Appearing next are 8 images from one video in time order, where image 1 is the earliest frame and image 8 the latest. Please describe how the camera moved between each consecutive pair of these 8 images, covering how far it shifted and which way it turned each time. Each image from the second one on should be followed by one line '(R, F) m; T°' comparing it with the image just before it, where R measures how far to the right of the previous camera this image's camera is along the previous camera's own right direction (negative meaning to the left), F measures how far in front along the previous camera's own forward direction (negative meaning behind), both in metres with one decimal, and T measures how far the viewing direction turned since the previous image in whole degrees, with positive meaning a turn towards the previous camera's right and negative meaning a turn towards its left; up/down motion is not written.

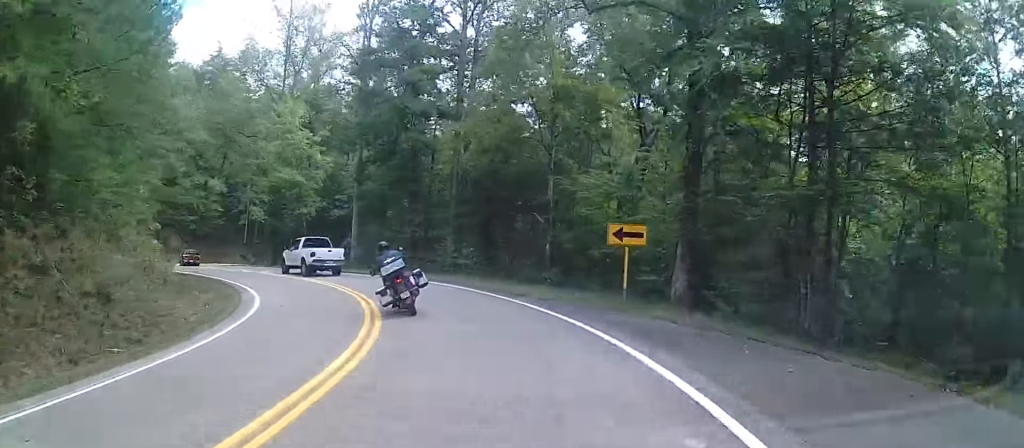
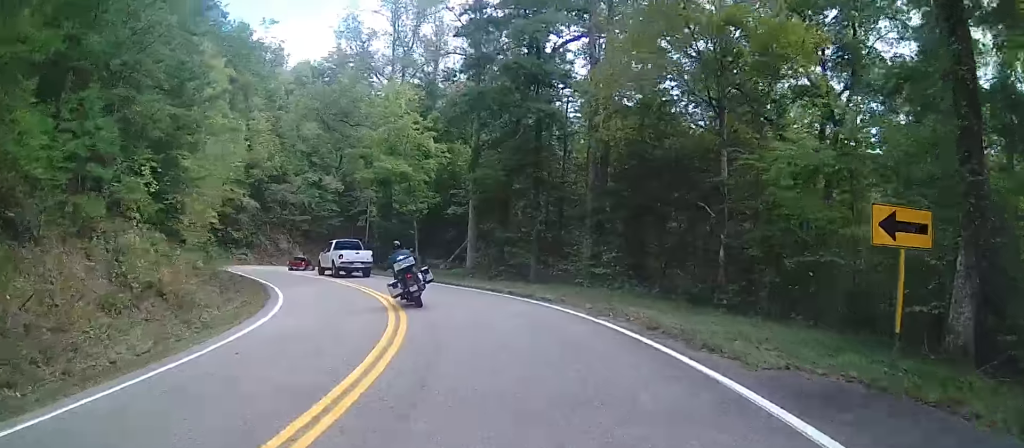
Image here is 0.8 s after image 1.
(-1.3, +9.2) m; -6°
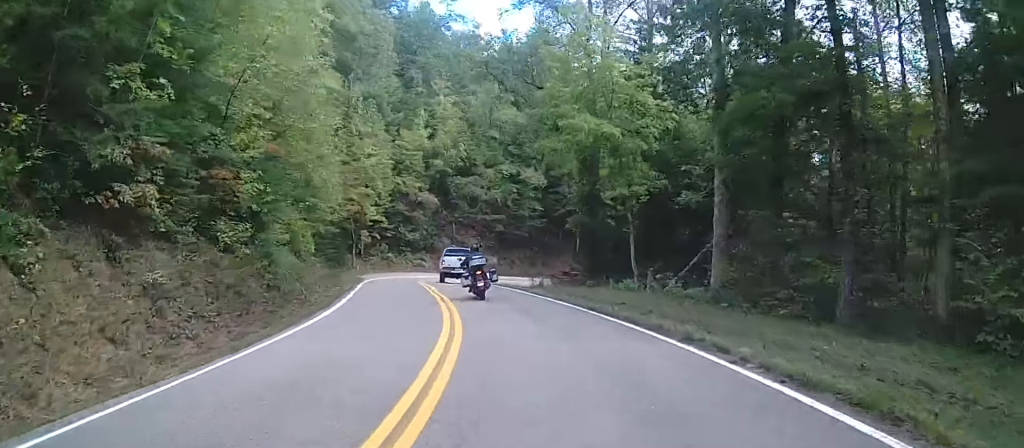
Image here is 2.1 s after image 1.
(-0.2, +15.0) m; -2°
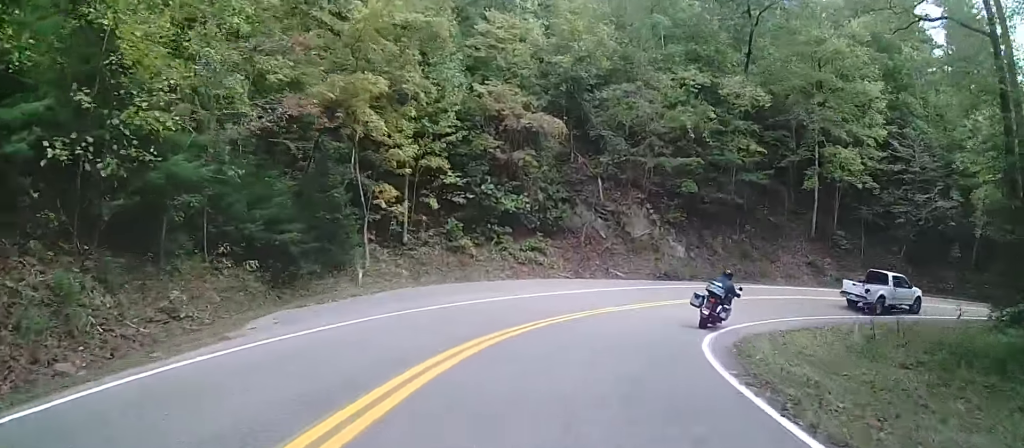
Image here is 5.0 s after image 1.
(-8.7, +29.5) m; -31°
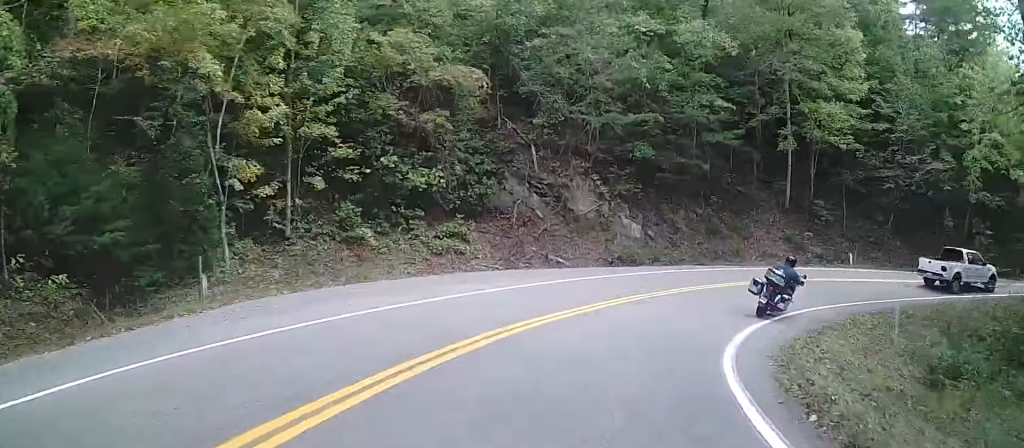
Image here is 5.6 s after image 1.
(-0.3, +6.6) m; -2°
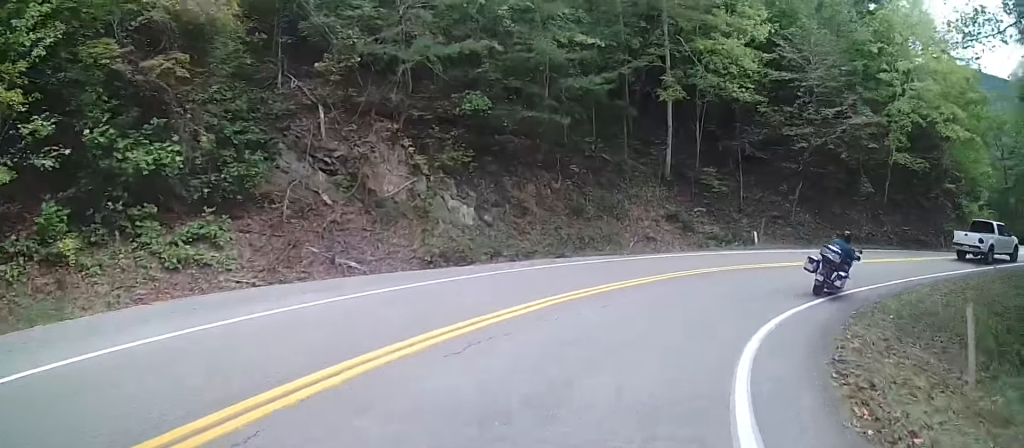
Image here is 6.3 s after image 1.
(-0.2, +8.8) m; +3°
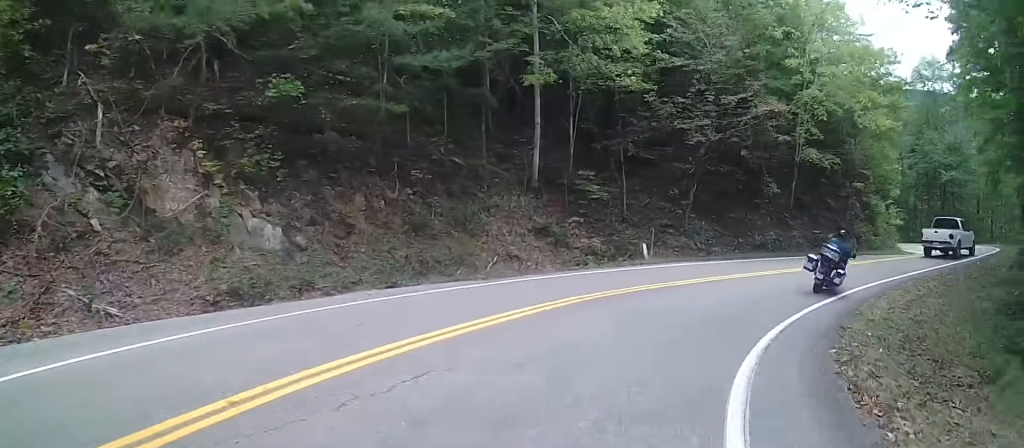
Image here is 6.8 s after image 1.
(-0.5, +5.2) m; +8°
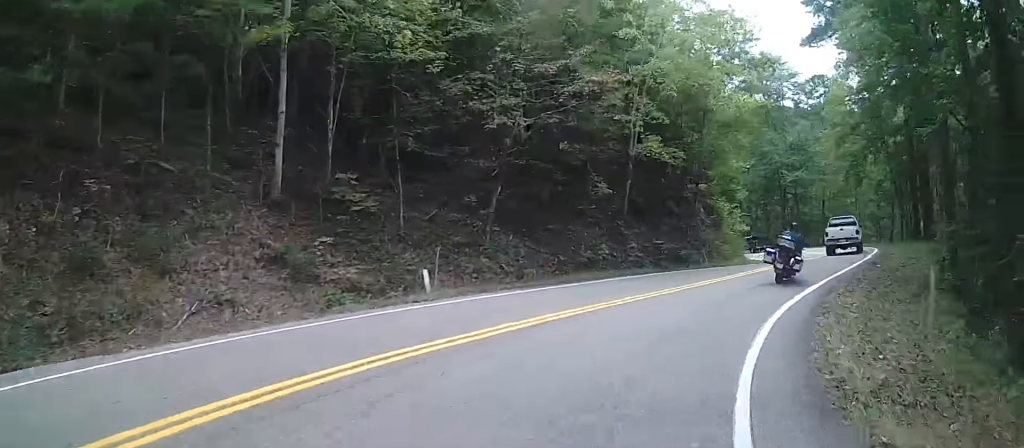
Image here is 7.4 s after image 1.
(+0.7, +6.6) m; +11°
